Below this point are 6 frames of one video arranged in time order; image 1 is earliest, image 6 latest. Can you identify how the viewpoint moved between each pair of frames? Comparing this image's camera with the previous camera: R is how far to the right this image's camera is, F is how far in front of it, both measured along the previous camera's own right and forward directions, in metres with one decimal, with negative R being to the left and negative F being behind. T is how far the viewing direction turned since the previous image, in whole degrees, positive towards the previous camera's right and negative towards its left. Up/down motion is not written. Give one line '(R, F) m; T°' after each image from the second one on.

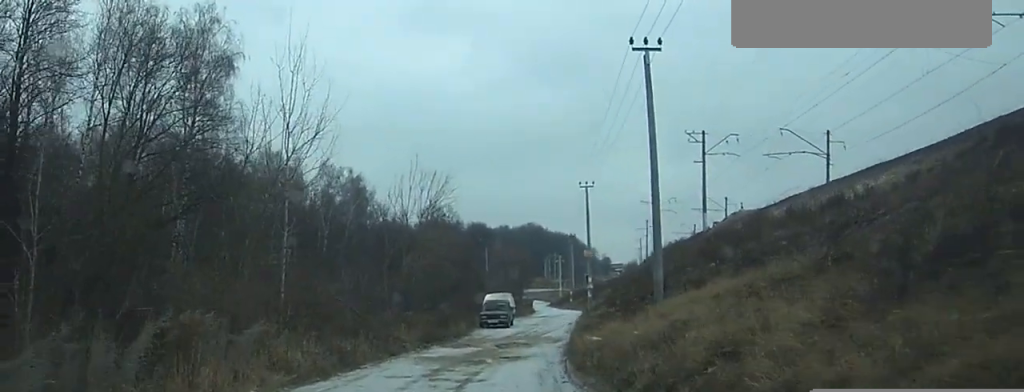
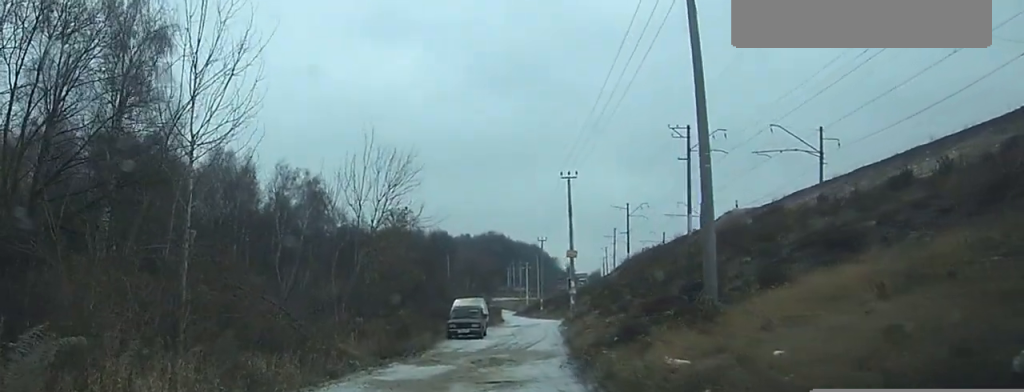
(+0.2, +7.1) m; +1°
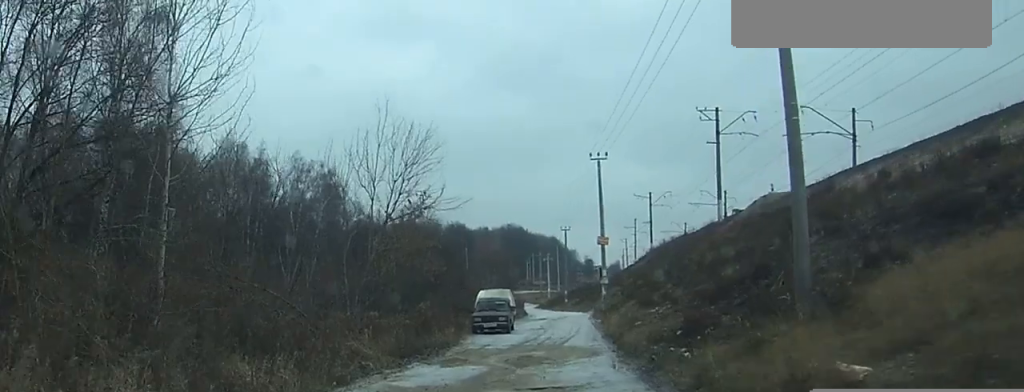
(0.0, +3.3) m; -1°
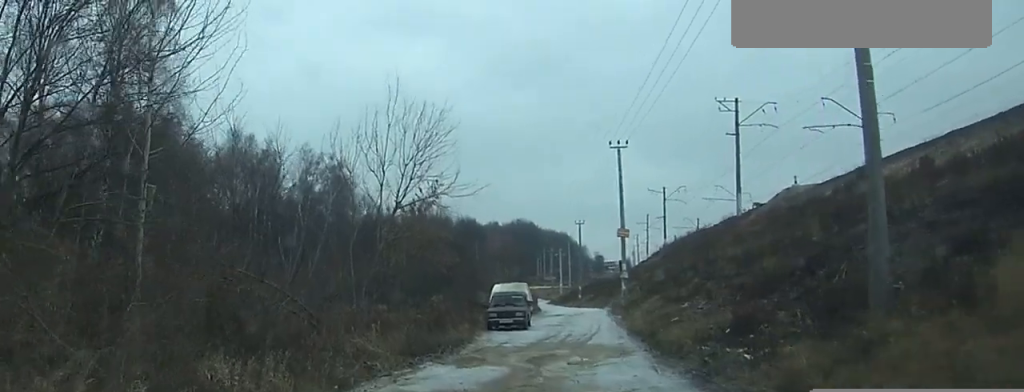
(0.0, +2.1) m; 0°
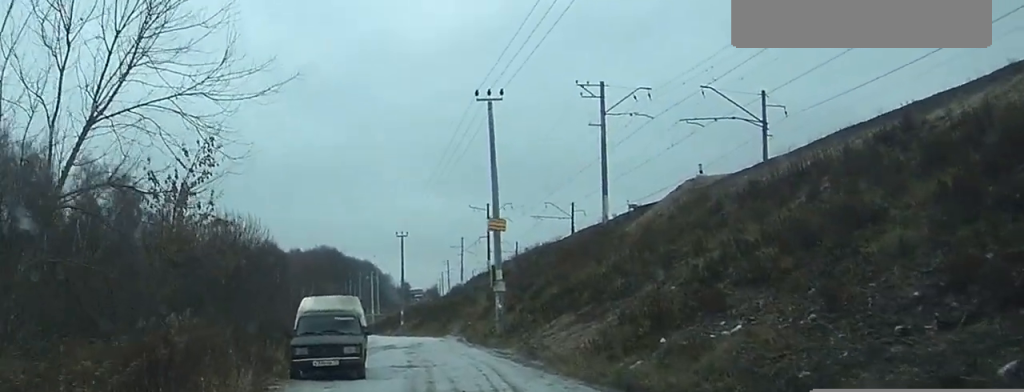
(+0.9, +15.9) m; +15°
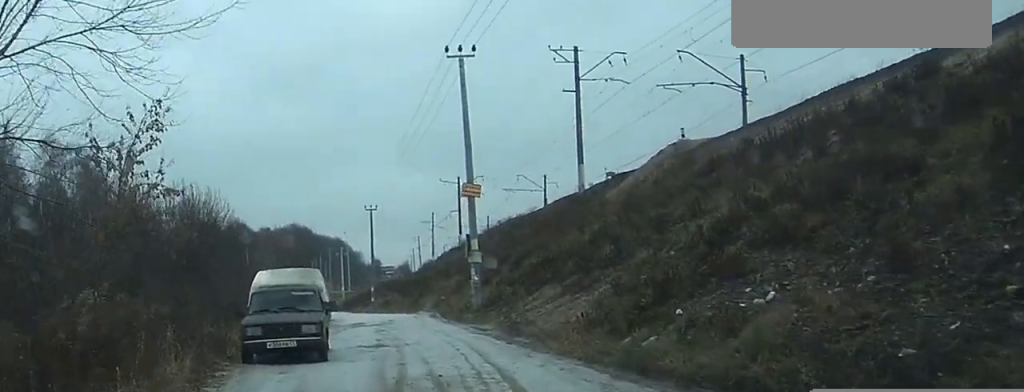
(+0.1, +2.4) m; +2°
